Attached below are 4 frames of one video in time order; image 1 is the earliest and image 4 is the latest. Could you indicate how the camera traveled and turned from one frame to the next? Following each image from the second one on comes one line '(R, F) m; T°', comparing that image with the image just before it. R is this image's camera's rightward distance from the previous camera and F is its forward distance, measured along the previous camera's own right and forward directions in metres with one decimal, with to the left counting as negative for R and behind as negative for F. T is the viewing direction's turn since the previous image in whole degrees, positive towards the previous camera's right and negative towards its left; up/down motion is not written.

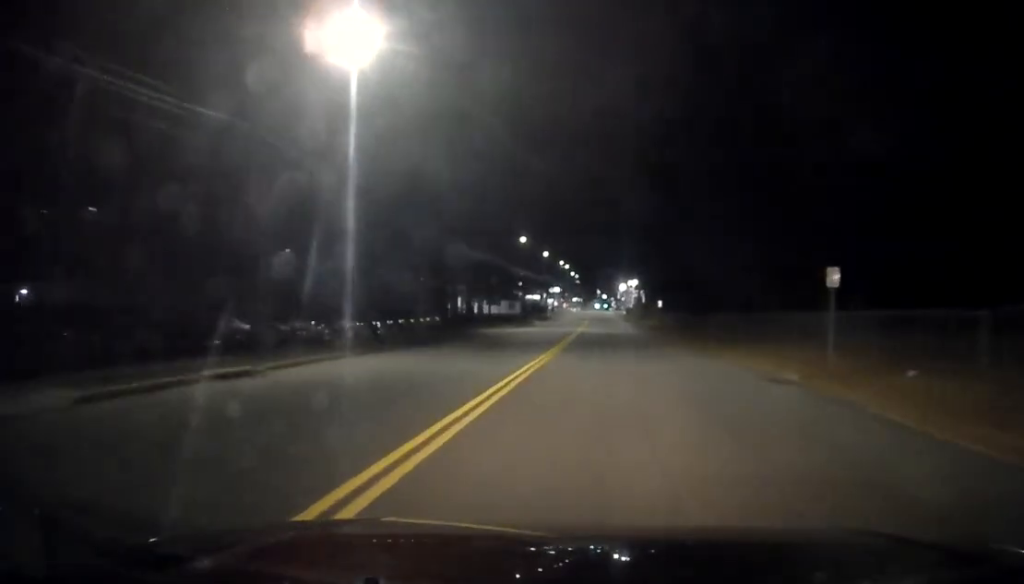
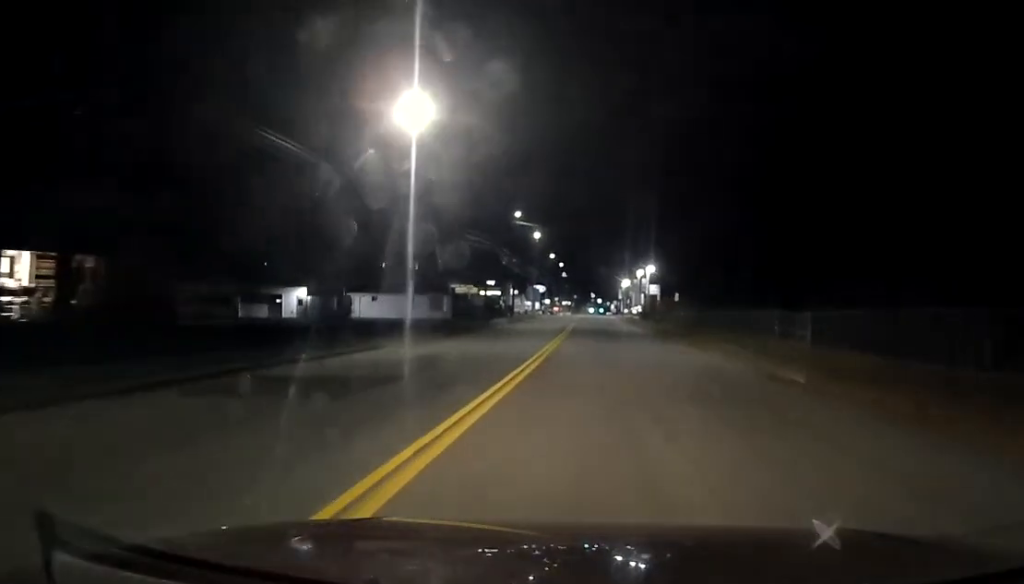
(+0.3, +64.0) m; +1°
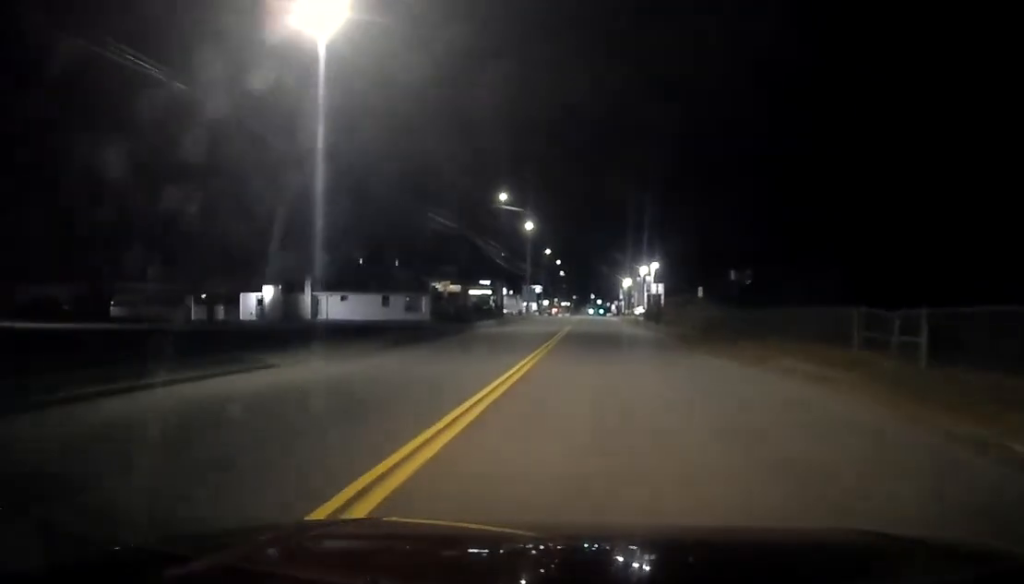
(+0.1, +9.6) m; 0°
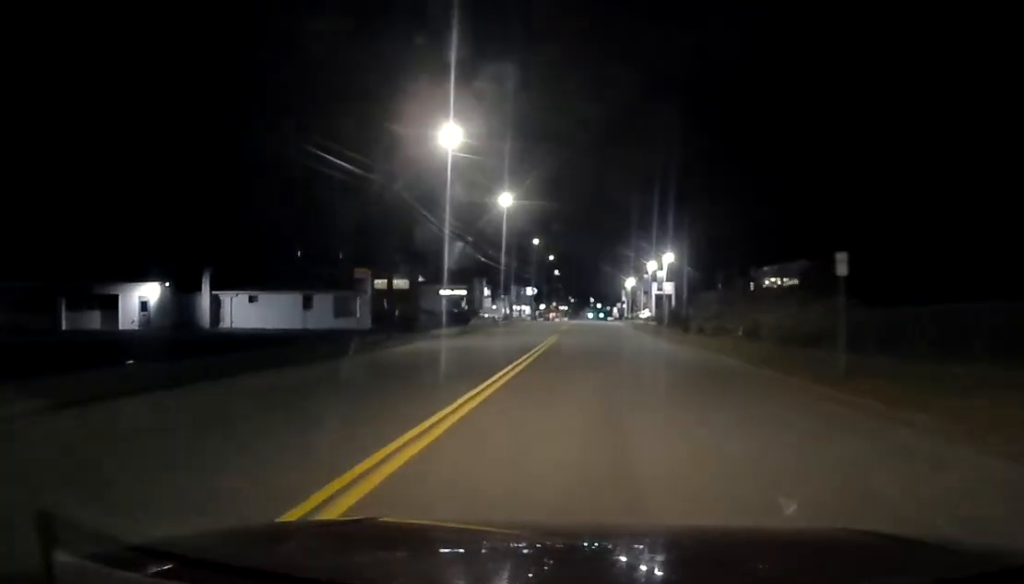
(0.0, +19.1) m; -1°
